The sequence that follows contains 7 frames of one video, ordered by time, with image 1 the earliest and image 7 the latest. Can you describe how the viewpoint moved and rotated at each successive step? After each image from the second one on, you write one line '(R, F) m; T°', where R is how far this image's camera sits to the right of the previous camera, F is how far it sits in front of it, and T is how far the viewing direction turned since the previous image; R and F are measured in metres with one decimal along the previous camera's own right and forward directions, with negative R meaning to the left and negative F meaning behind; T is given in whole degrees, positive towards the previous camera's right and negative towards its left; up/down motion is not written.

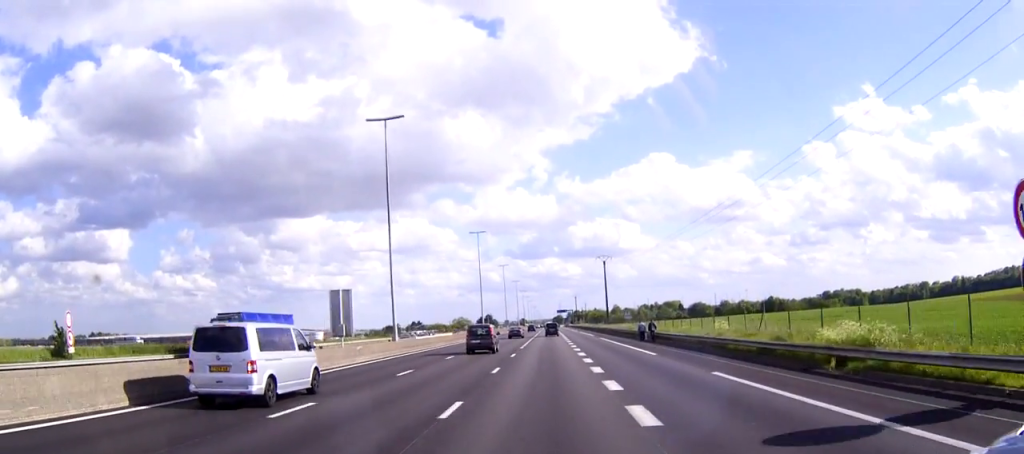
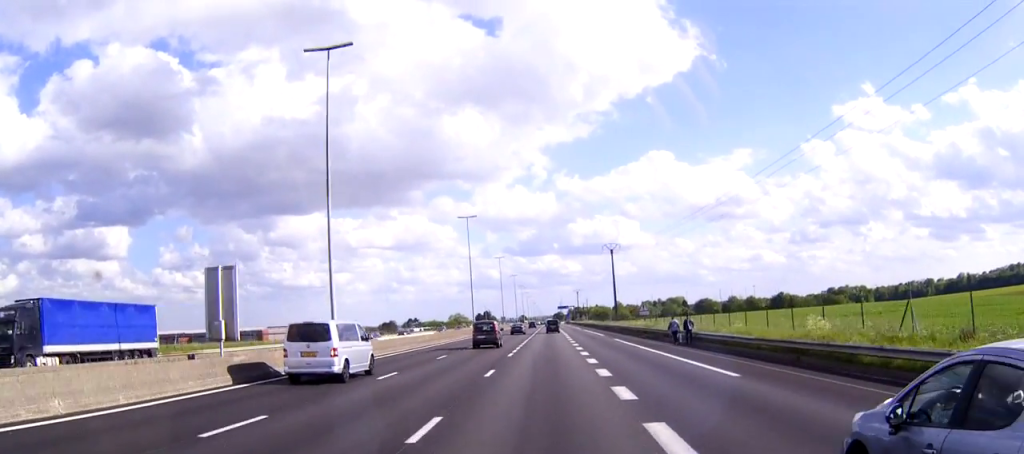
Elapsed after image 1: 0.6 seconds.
(0.0, +16.0) m; 0°
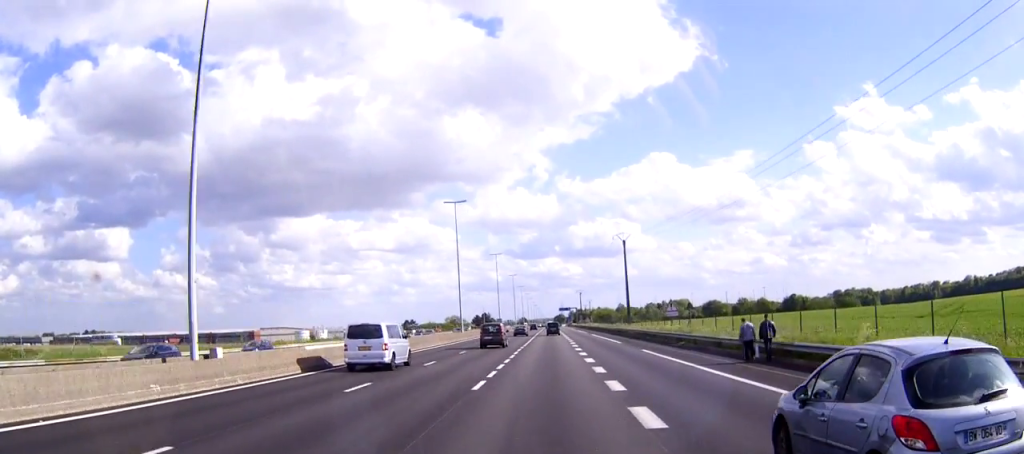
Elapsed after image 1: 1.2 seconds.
(0.0, +16.9) m; 0°
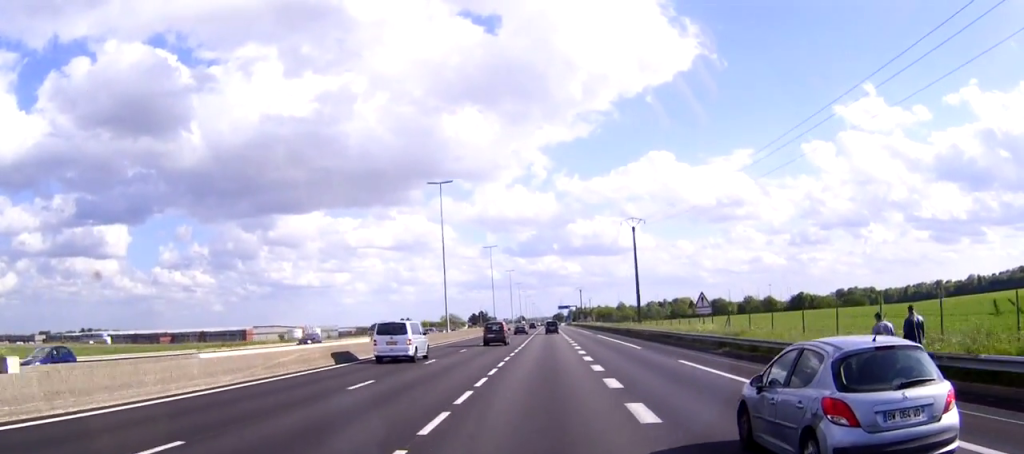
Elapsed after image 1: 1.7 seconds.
(0.0, +12.5) m; 0°
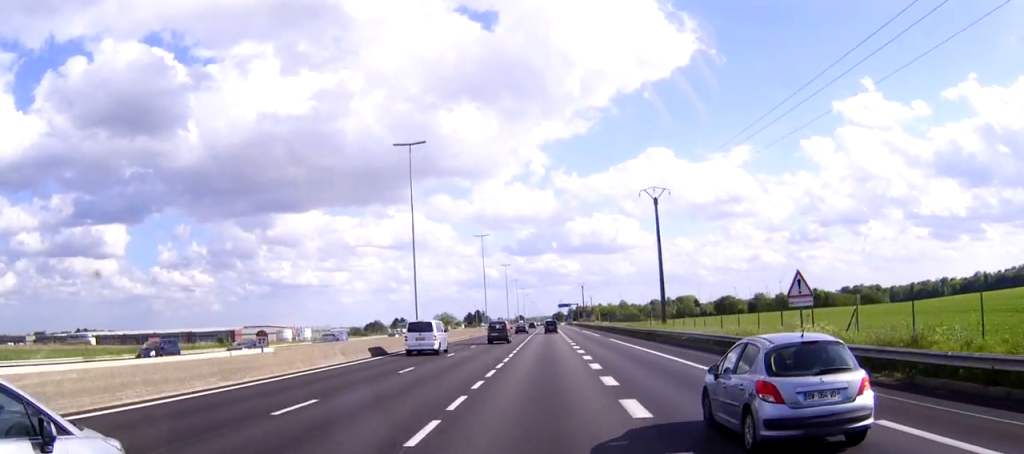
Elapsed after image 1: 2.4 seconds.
(0.0, +18.6) m; 0°
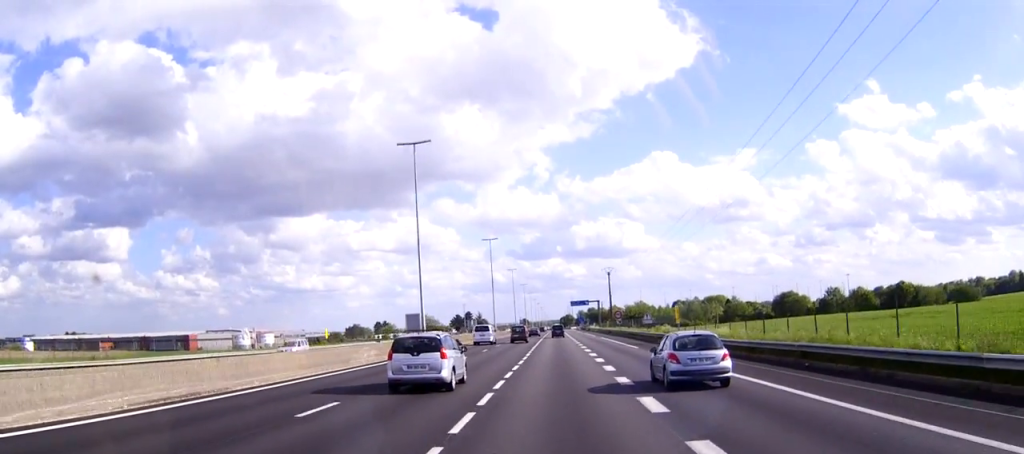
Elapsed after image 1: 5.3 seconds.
(-0.4, +76.8) m; 0°
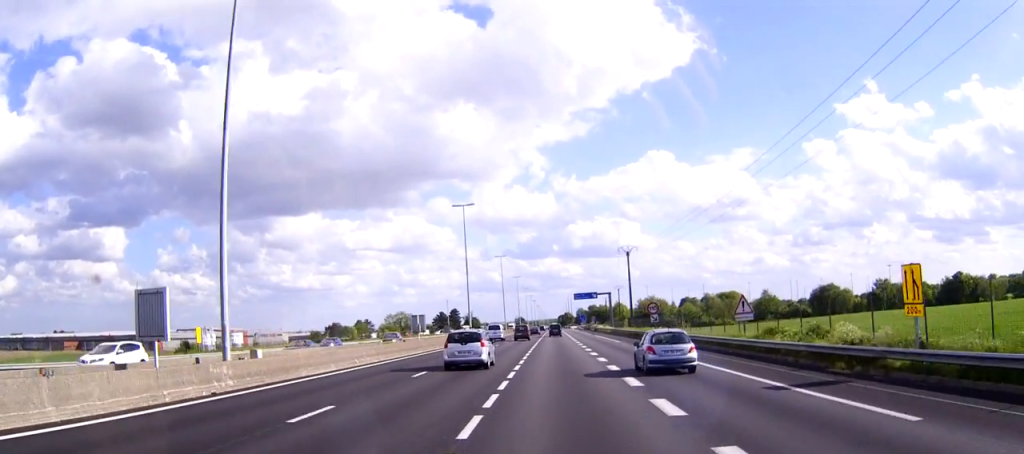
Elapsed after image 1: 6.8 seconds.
(0.0, +39.4) m; 0°
